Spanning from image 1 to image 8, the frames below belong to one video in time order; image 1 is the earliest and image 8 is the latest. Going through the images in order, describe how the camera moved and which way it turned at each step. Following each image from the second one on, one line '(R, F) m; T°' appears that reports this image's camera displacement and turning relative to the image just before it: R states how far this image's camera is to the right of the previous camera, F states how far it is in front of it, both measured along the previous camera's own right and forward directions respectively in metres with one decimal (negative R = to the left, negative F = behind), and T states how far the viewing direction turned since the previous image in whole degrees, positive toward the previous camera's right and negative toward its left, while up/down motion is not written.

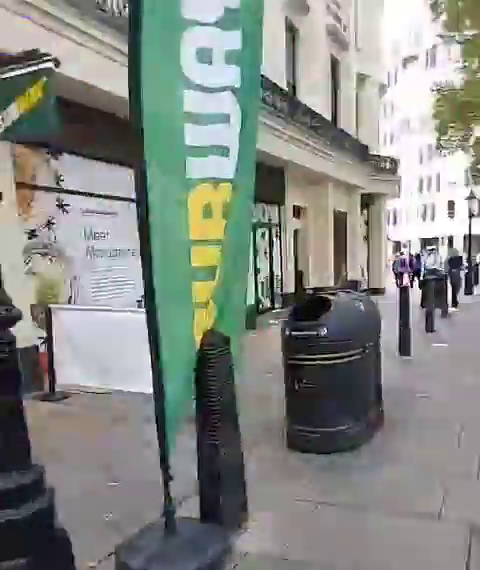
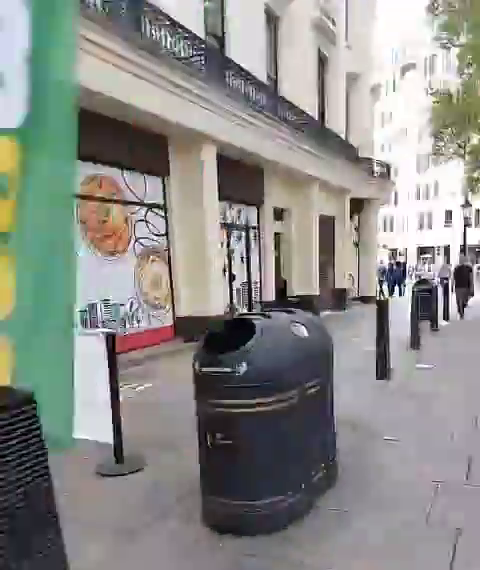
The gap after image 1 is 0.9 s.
(0.0, +1.5) m; -3°
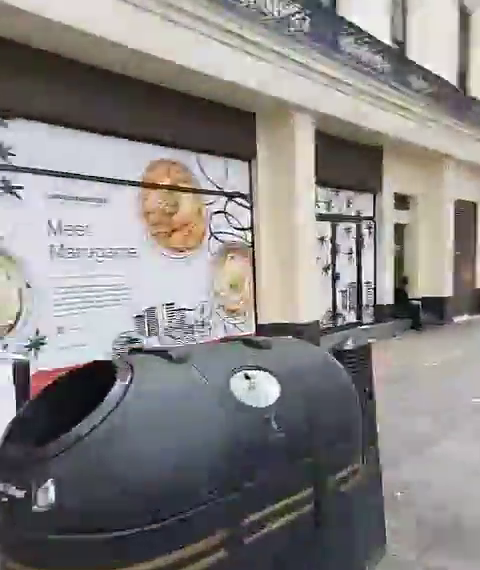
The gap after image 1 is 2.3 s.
(-0.1, +2.1) m; -2°
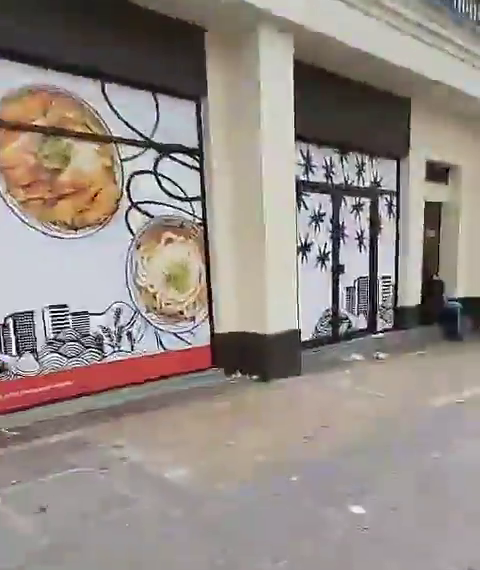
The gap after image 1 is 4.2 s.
(-0.1, +2.8) m; -6°
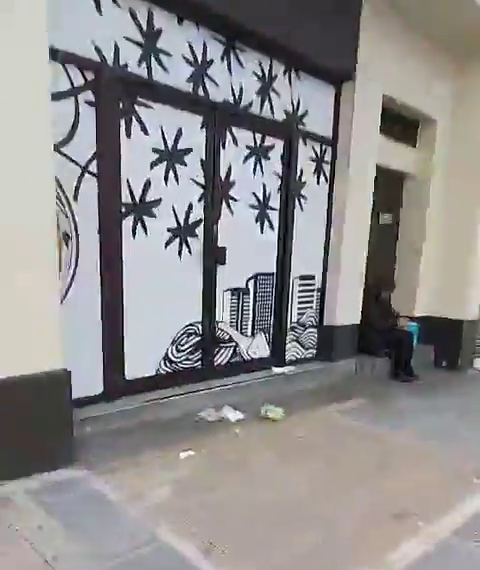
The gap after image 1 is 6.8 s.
(-0.2, +3.8) m; +1°
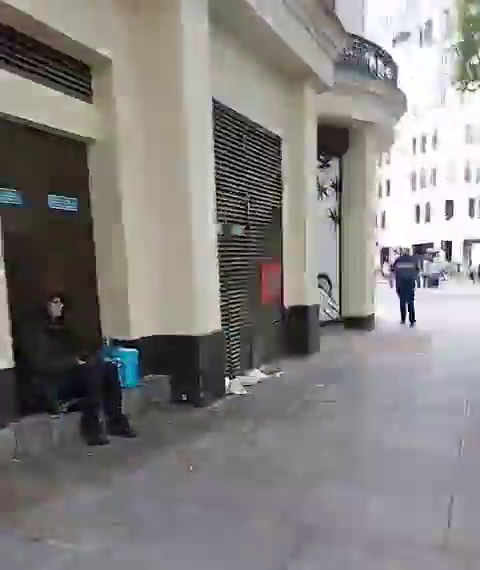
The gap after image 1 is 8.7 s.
(+0.2, +3.0) m; +10°
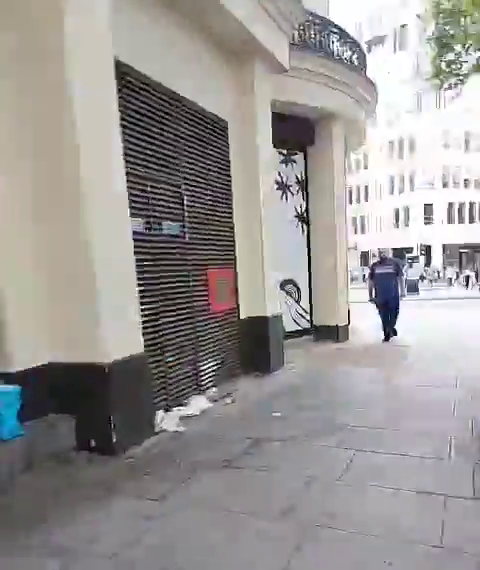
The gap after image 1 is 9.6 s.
(0.0, +1.4) m; +5°
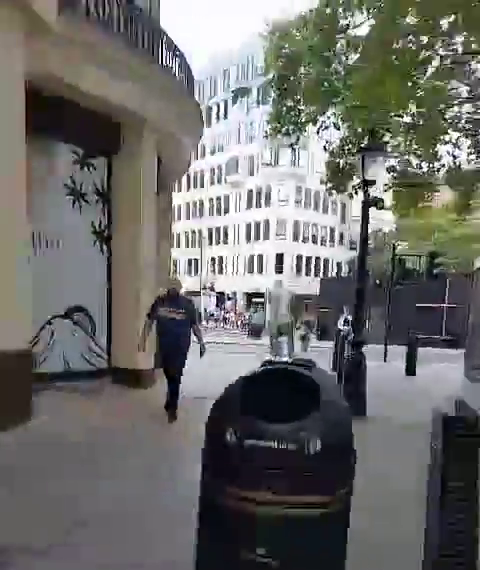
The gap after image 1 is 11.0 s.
(+0.3, +2.4) m; +5°
